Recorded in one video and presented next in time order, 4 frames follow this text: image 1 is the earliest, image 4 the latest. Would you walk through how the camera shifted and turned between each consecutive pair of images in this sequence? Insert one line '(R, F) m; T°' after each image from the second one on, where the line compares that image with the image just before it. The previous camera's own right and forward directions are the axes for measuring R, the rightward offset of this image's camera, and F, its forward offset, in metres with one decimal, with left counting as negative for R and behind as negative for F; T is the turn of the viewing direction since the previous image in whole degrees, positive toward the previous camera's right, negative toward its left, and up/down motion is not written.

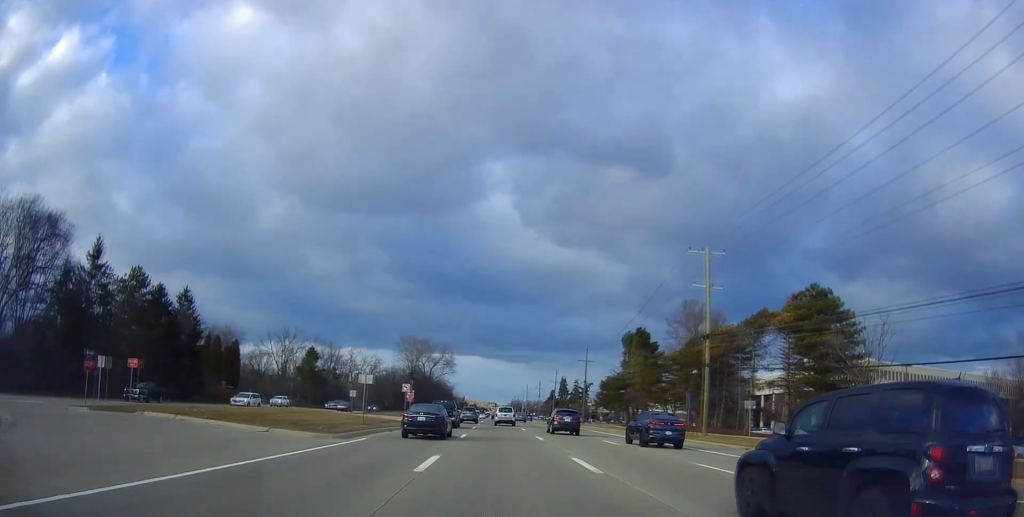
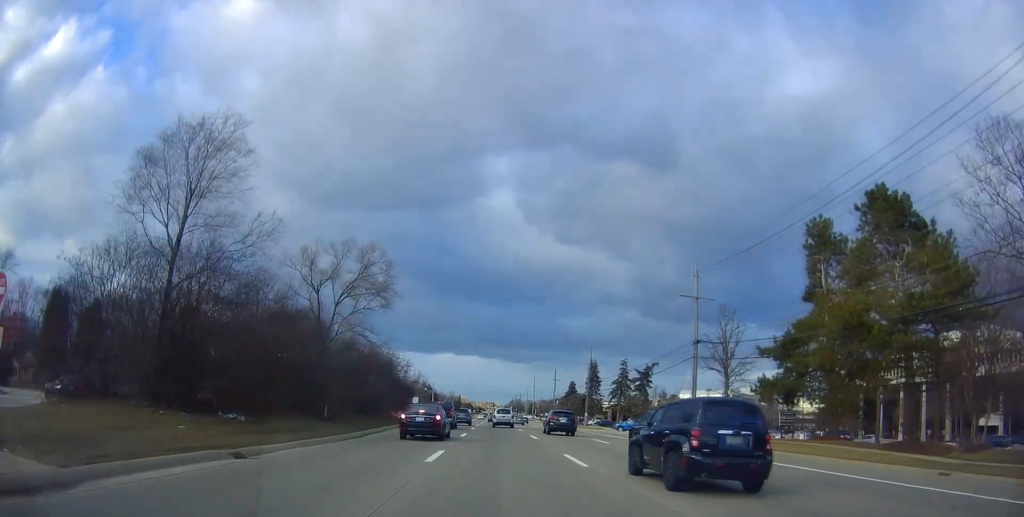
(+0.5, +59.5) m; -1°
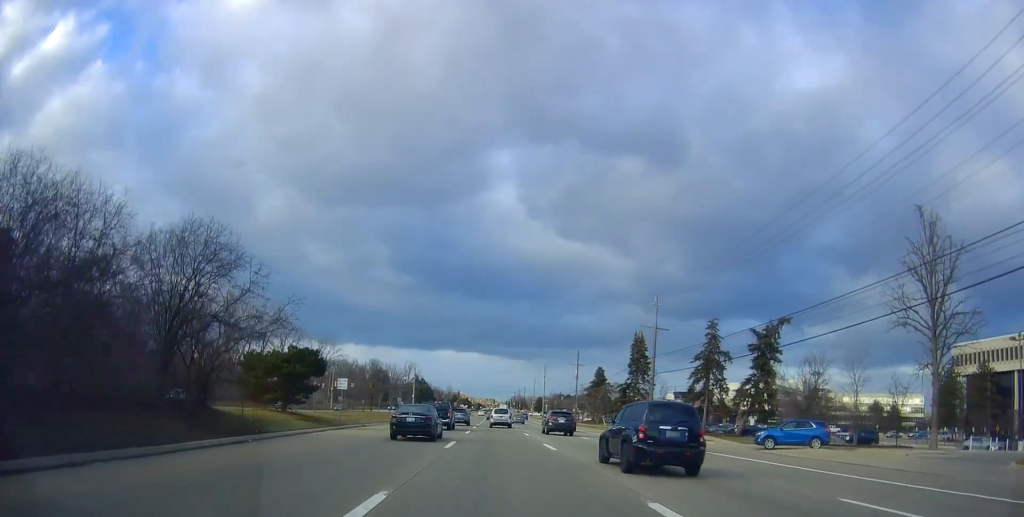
(0.0, +40.2) m; 0°
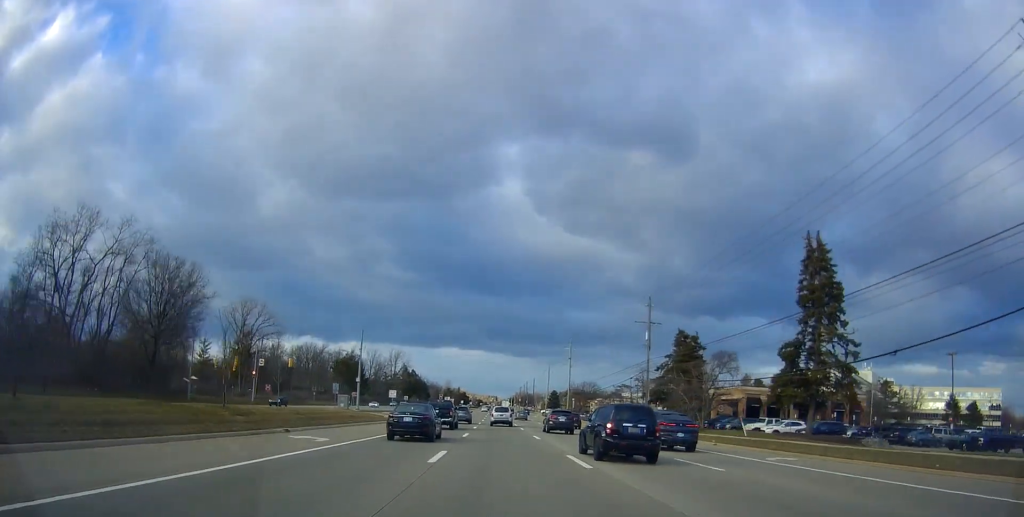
(+0.1, +51.7) m; +1°
